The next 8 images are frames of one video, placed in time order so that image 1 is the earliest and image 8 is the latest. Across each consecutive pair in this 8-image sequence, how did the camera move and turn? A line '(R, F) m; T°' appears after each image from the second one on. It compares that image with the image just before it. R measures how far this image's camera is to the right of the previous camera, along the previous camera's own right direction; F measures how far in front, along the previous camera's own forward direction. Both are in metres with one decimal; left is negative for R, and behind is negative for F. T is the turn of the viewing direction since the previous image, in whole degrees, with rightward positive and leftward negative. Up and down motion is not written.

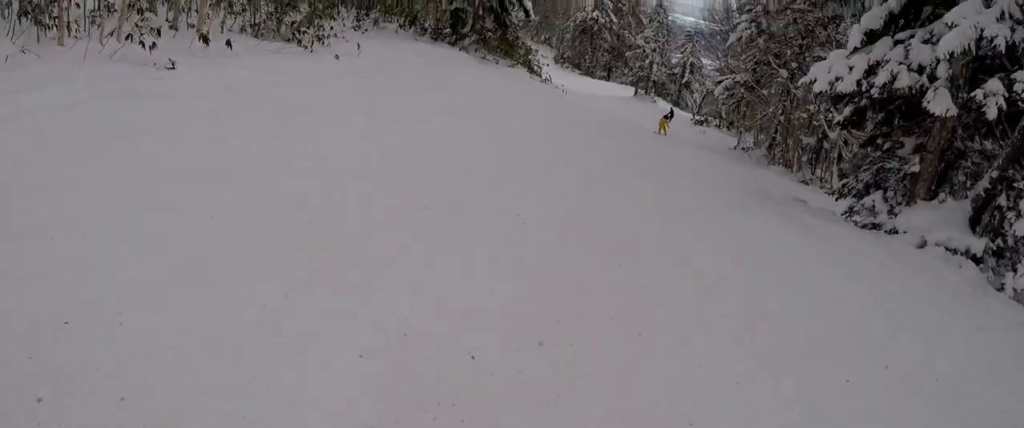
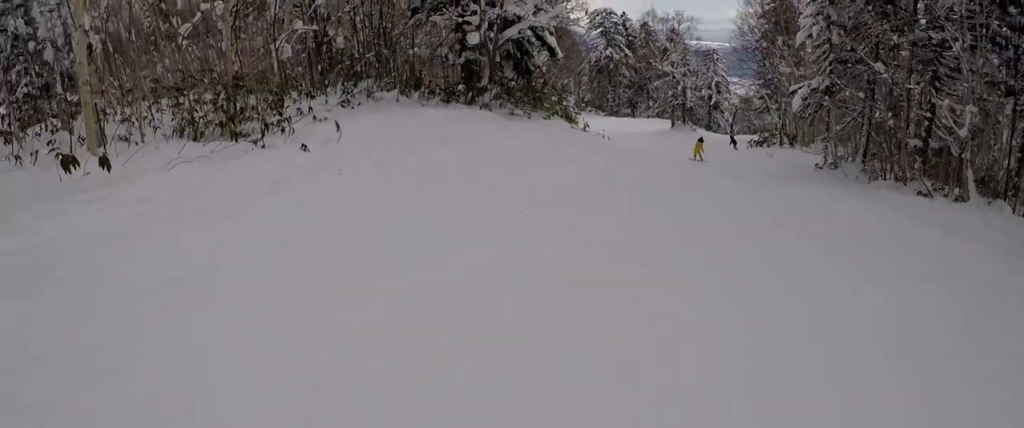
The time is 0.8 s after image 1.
(+0.5, +6.0) m; +12°
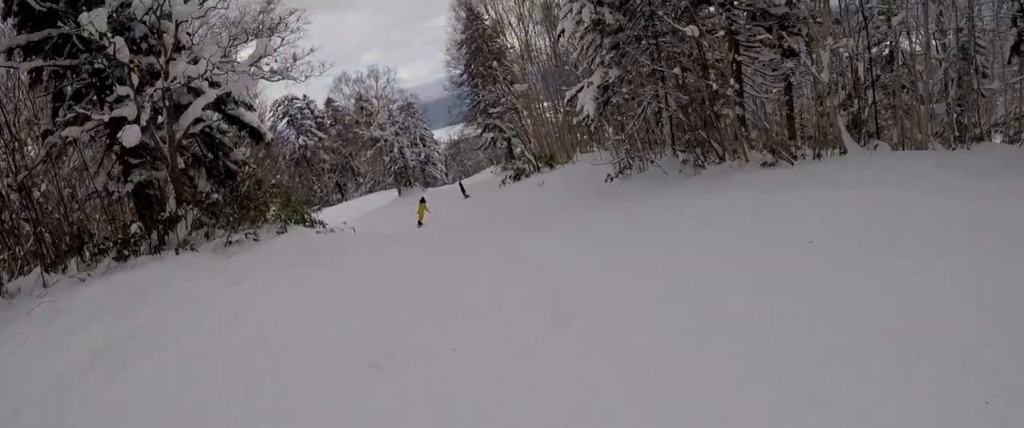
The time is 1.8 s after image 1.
(+1.6, +7.9) m; +17°
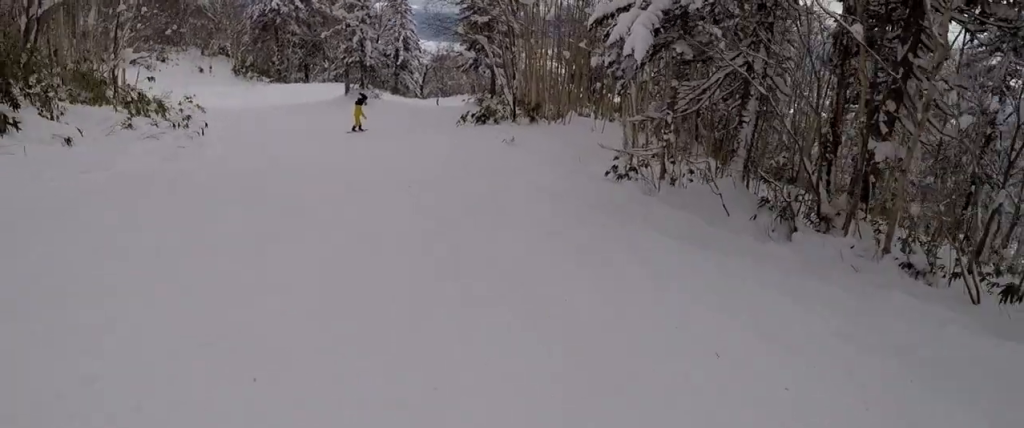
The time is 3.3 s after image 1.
(+1.0, +11.4) m; +4°
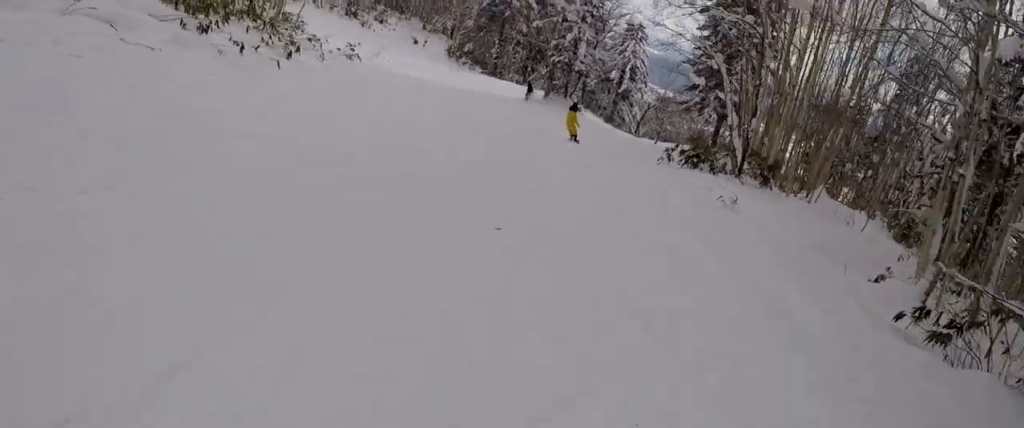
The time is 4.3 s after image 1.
(-0.3, +7.6) m; -12°
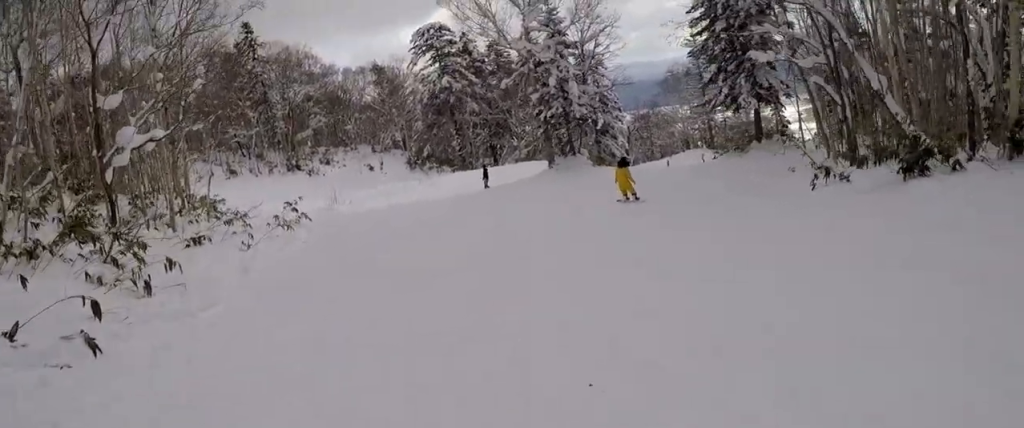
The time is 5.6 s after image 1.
(-1.6, +8.9) m; -2°
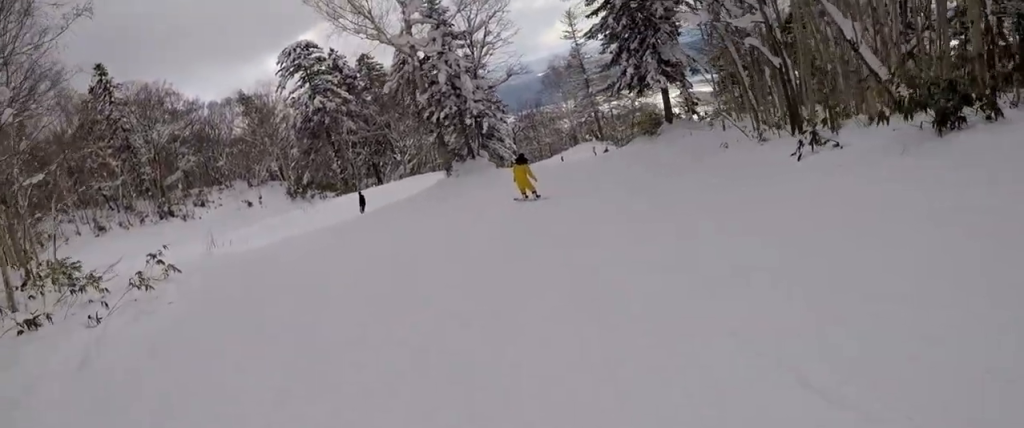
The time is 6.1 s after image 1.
(-0.3, +3.2) m; +8°
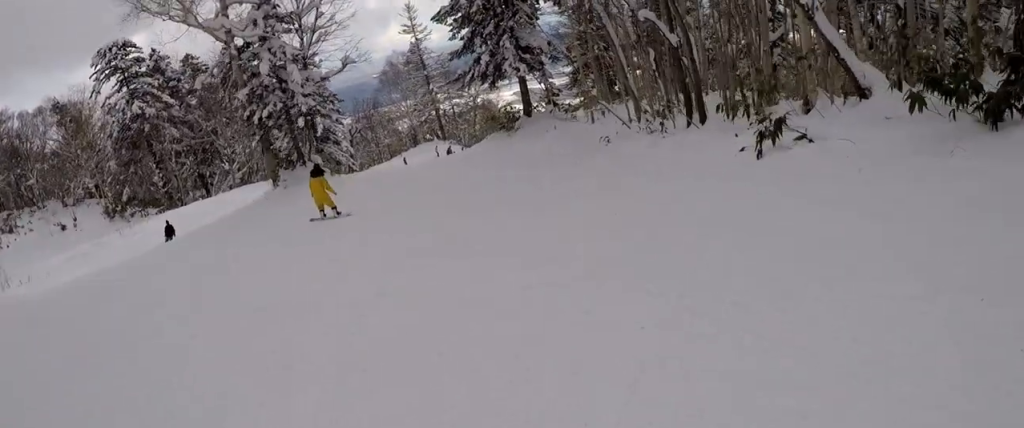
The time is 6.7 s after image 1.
(+0.9, +3.8) m; +8°
